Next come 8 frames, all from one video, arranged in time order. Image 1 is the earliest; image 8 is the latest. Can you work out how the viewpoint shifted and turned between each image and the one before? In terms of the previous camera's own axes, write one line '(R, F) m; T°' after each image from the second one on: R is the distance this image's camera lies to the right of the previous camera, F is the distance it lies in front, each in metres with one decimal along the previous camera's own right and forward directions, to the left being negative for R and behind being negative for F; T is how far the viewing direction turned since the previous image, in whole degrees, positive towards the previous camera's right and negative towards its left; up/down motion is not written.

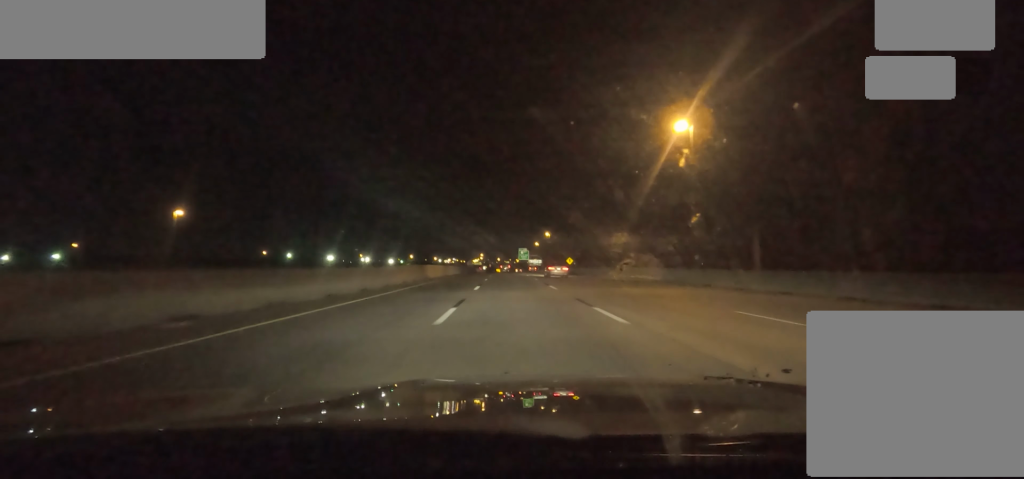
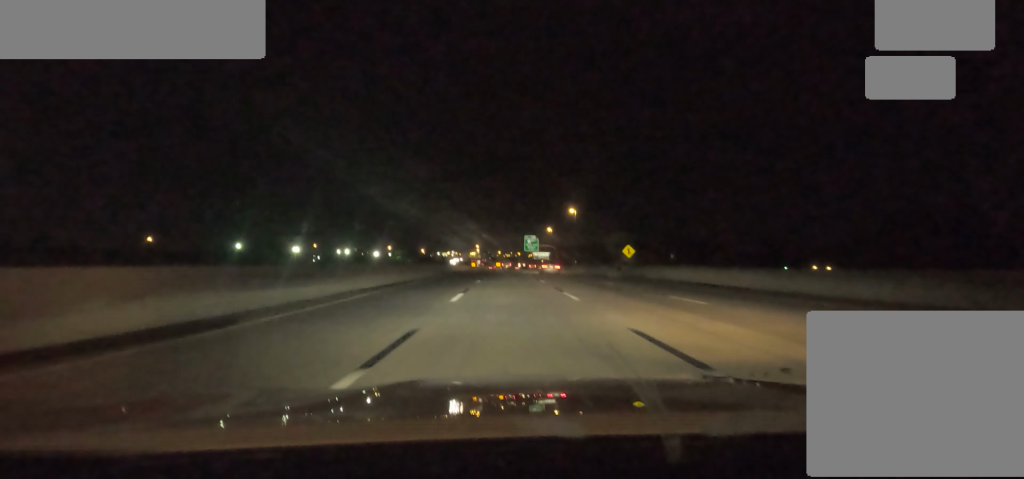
(-1.4, +61.2) m; -2°
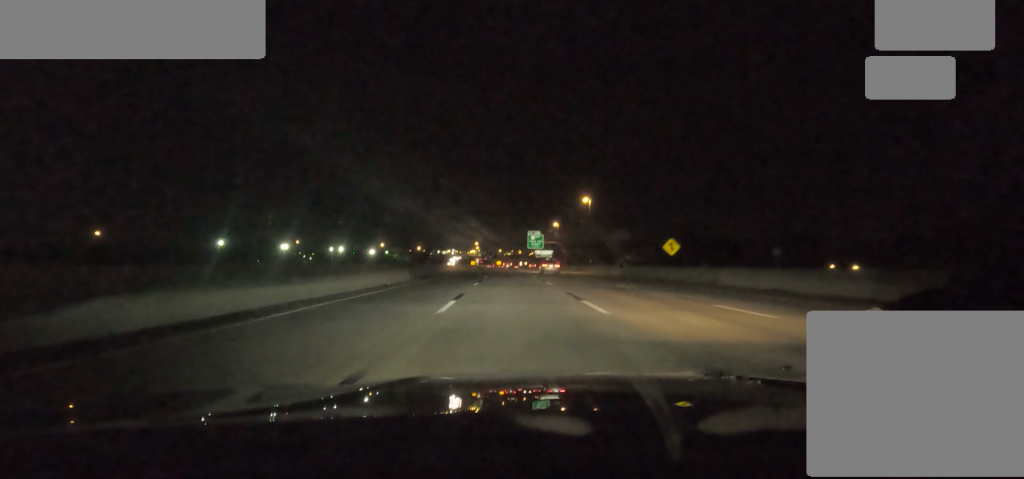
(-1.1, +17.4) m; 0°
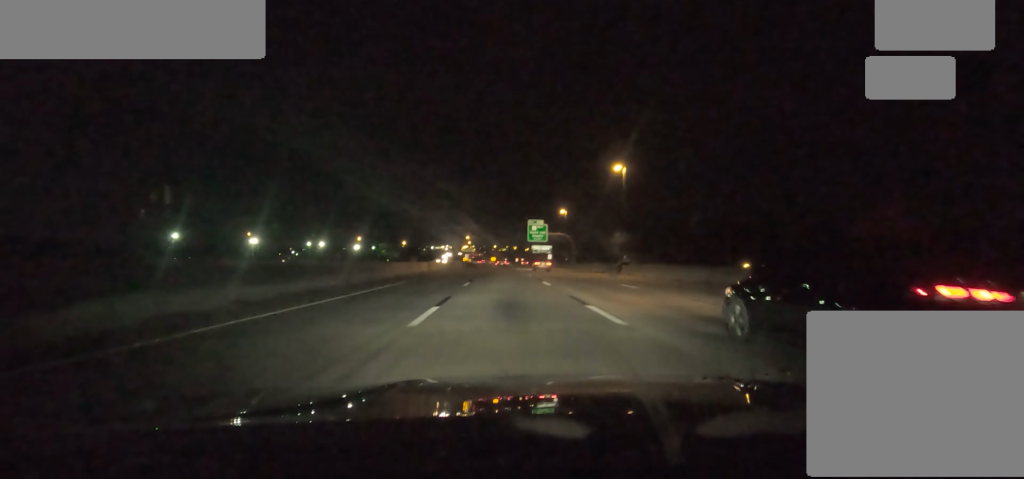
(+1.5, +28.6) m; +4°
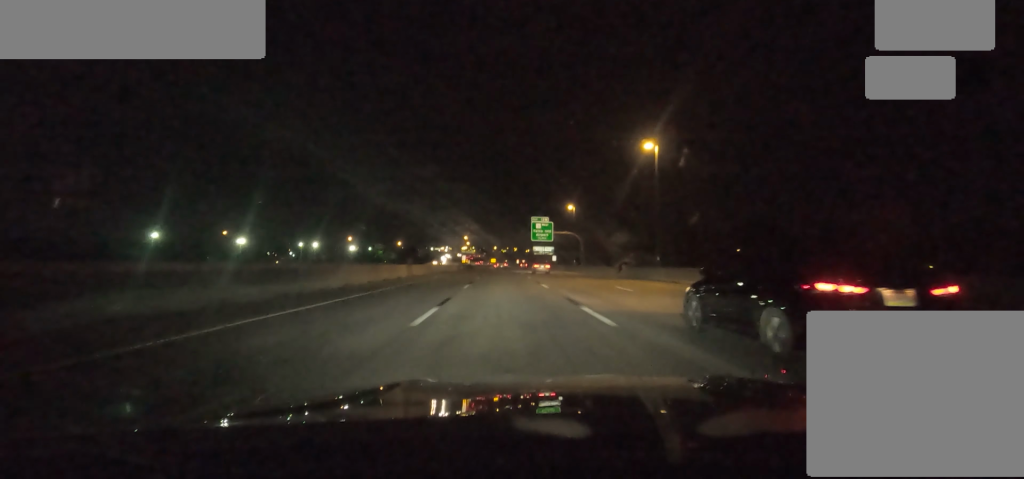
(0.0, +12.8) m; 0°
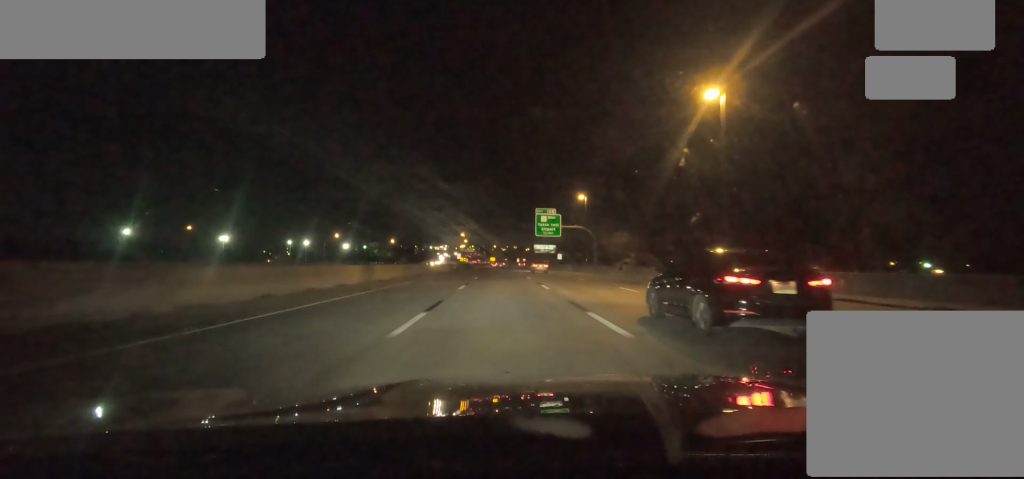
(0.0, +15.4) m; 0°
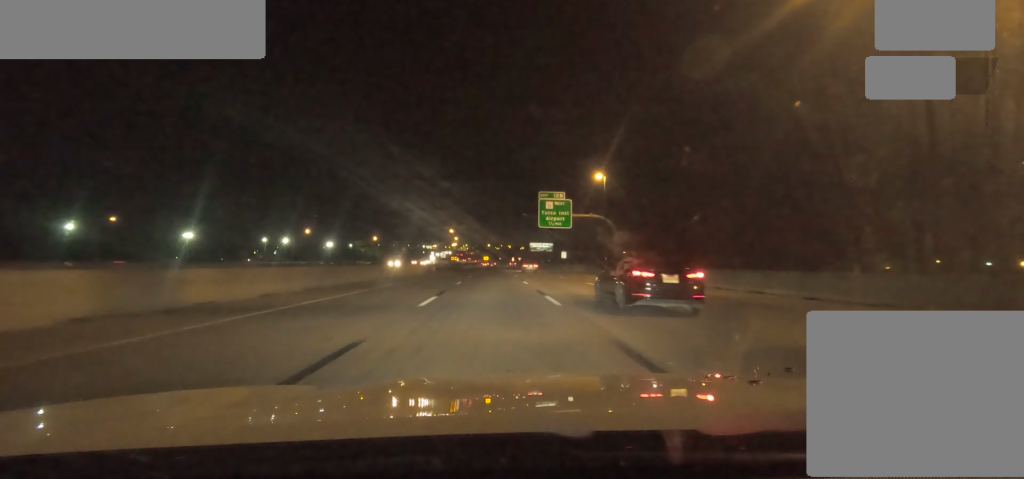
(0.0, +21.3) m; 0°
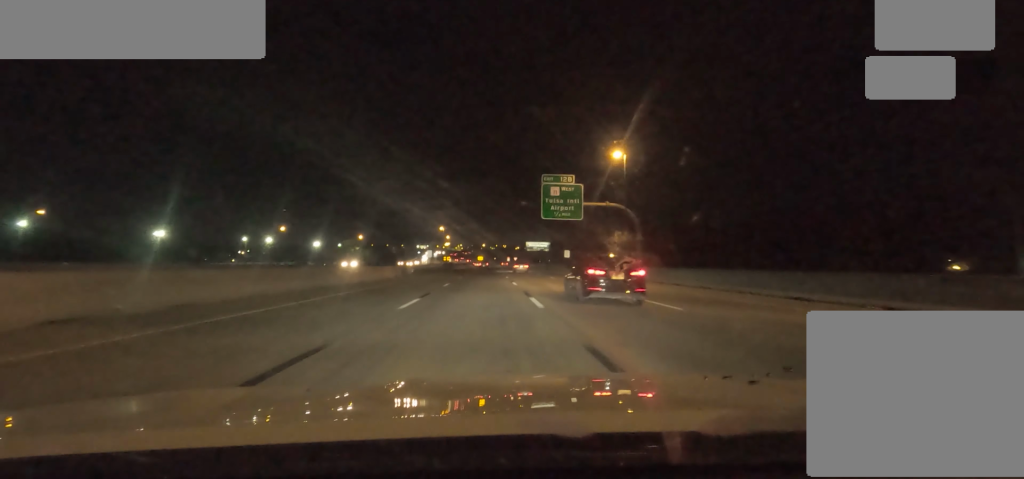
(0.0, +14.2) m; 0°
